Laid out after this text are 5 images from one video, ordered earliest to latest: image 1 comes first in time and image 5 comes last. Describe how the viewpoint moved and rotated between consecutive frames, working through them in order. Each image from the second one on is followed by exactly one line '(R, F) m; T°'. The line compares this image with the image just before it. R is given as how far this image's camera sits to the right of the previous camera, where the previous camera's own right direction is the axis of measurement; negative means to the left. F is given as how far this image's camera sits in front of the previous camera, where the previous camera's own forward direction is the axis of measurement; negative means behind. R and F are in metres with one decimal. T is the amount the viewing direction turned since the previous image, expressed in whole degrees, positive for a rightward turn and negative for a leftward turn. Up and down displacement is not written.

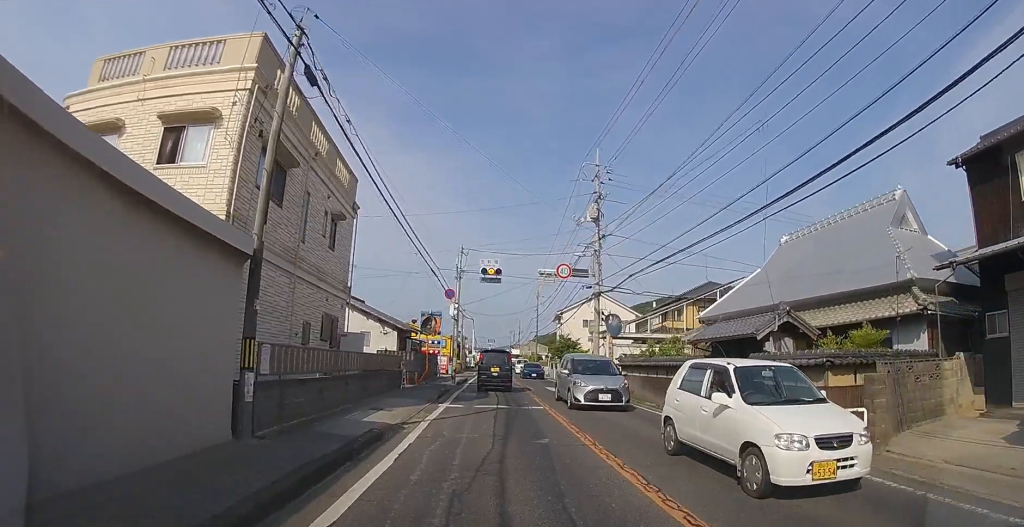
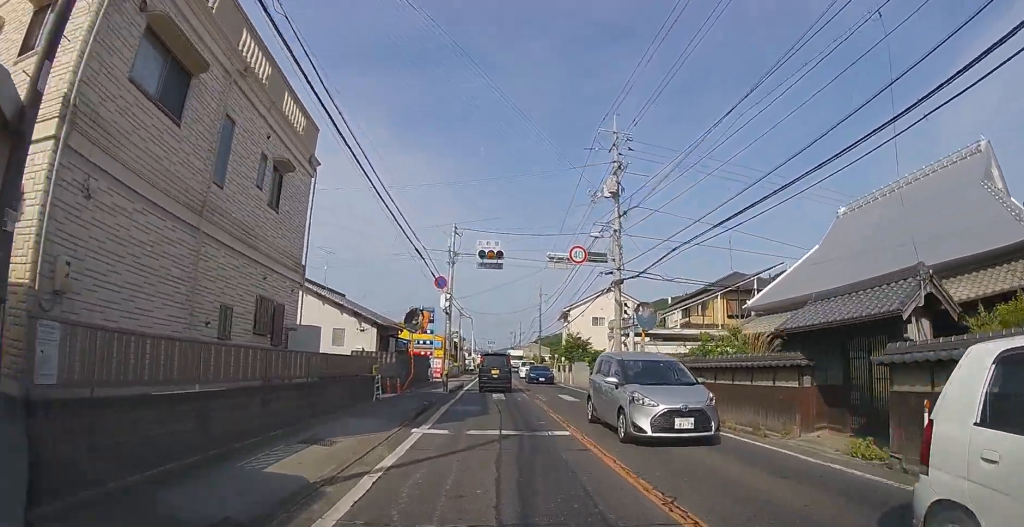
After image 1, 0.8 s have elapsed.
(+0.1, +4.2) m; 0°
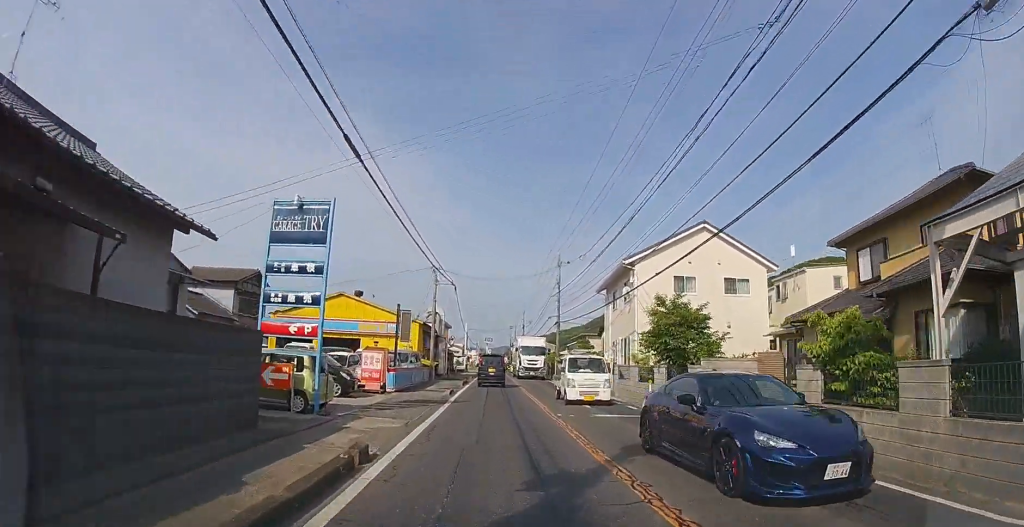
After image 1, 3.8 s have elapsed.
(-0.6, +19.4) m; -1°
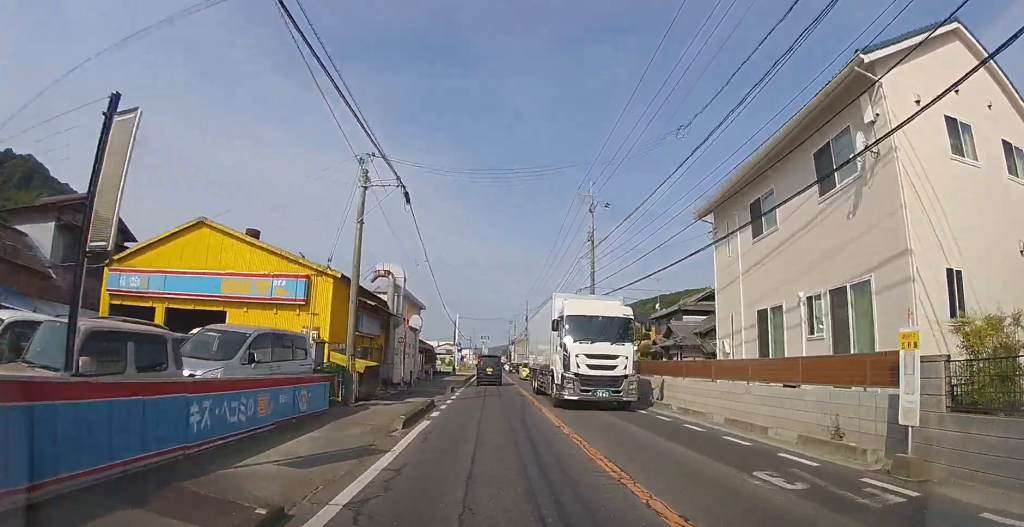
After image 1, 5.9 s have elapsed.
(+0.1, +16.1) m; 0°
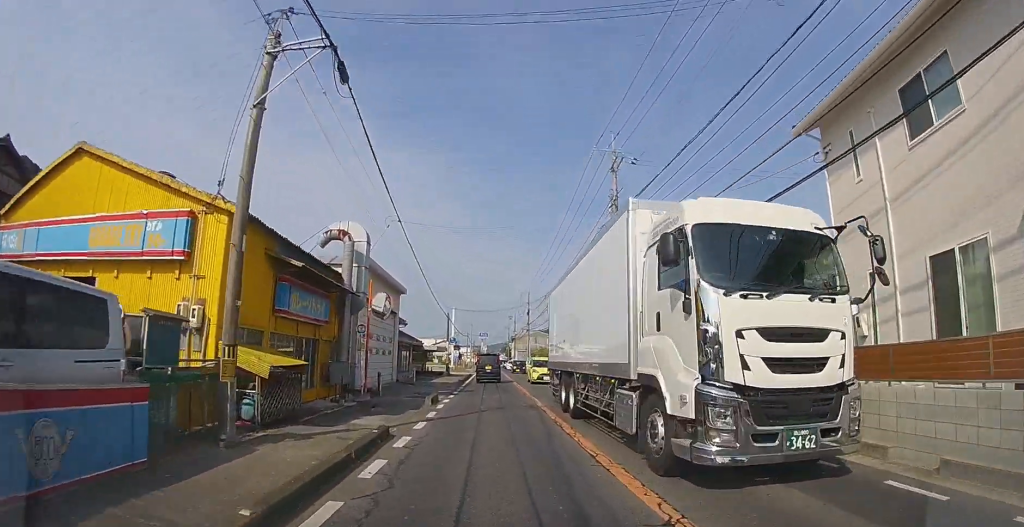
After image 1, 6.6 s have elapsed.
(0.0, +6.4) m; 0°
